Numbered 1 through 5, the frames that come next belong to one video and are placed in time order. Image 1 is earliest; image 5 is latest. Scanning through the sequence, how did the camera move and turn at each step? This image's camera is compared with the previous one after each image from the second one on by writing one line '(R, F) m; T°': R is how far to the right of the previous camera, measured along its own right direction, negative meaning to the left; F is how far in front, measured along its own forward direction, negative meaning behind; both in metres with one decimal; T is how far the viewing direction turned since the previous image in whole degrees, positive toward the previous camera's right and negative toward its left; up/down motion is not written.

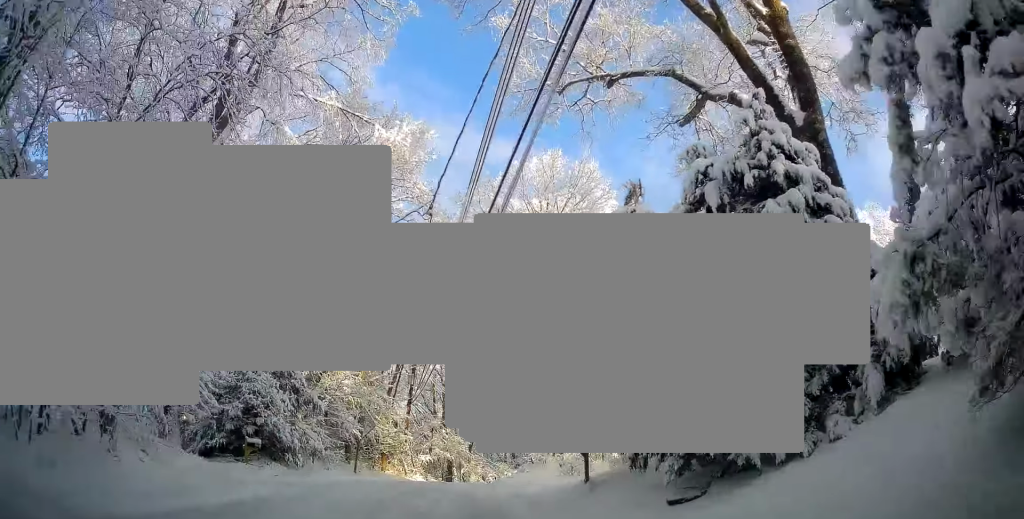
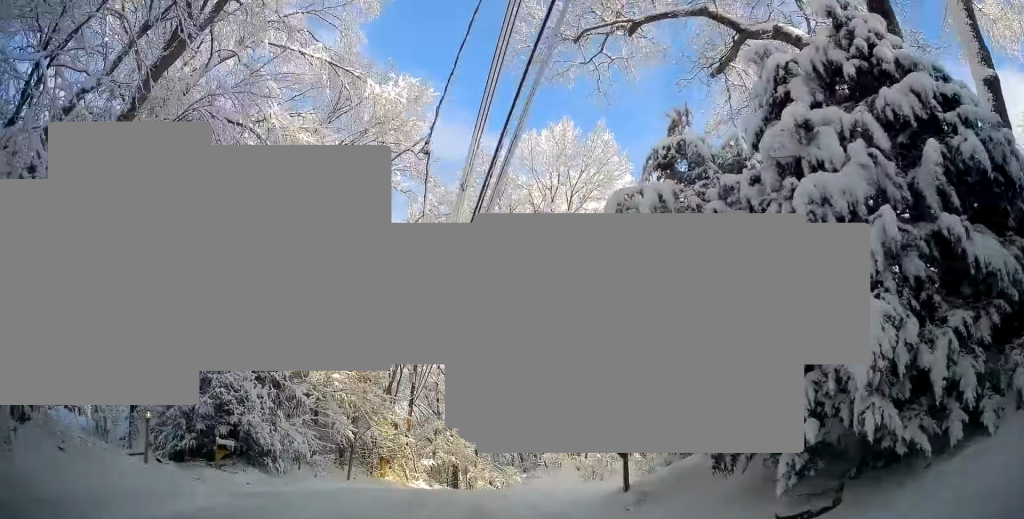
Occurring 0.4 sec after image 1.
(-0.1, +3.0) m; -1°
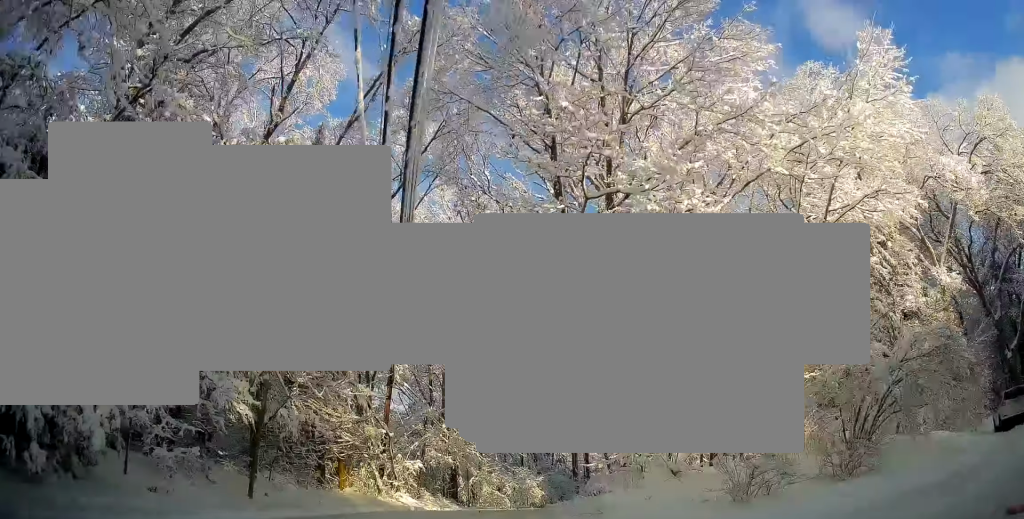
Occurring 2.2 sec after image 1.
(-0.2, +12.0) m; -2°
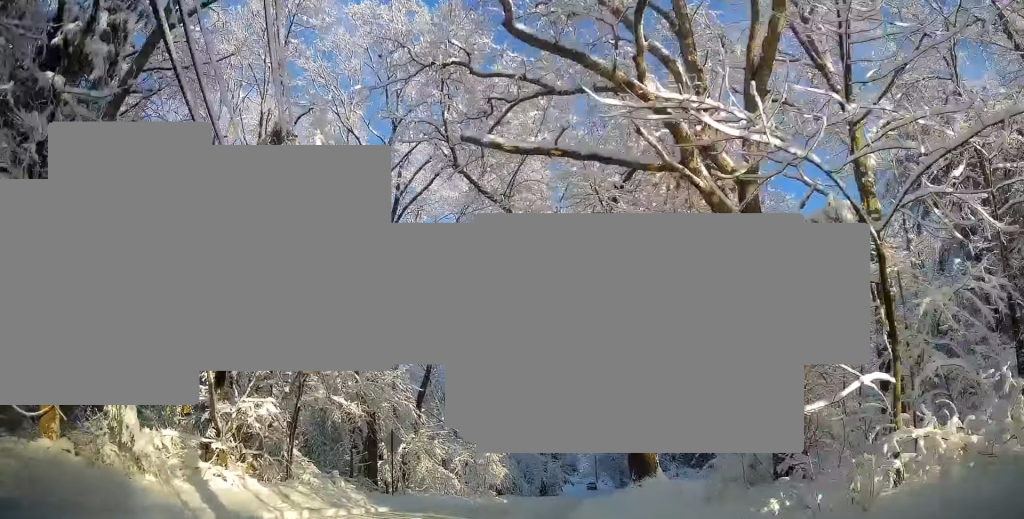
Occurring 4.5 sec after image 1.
(-0.5, +15.9) m; -1°
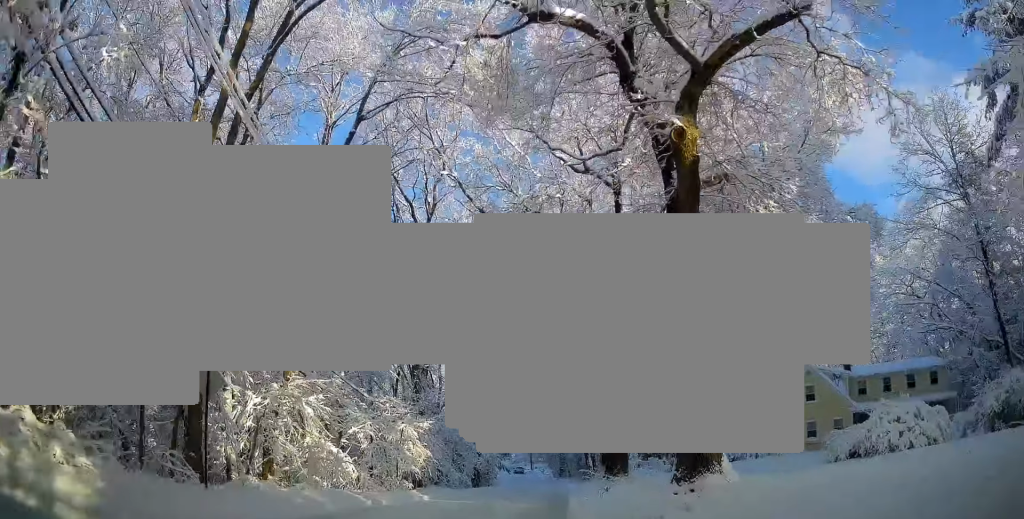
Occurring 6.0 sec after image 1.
(+0.4, +11.1) m; +5°
